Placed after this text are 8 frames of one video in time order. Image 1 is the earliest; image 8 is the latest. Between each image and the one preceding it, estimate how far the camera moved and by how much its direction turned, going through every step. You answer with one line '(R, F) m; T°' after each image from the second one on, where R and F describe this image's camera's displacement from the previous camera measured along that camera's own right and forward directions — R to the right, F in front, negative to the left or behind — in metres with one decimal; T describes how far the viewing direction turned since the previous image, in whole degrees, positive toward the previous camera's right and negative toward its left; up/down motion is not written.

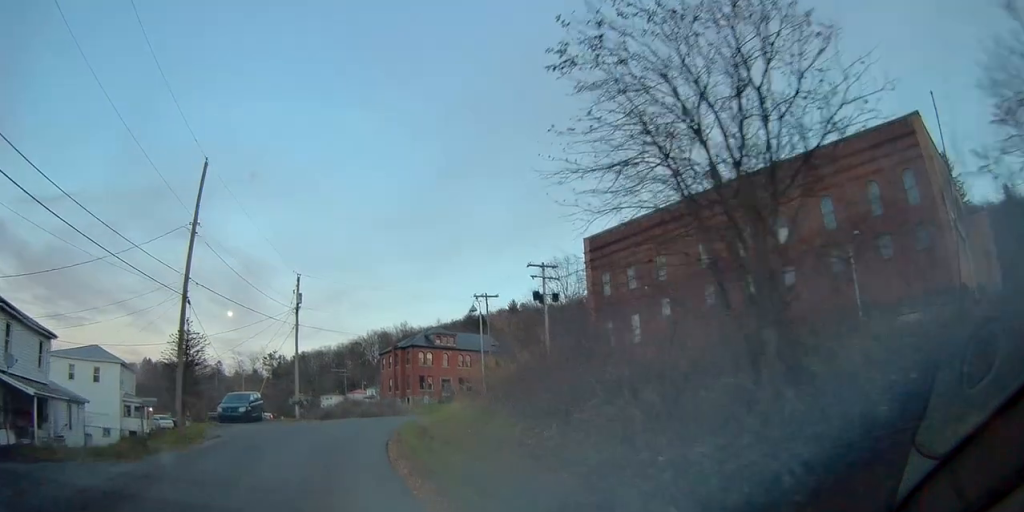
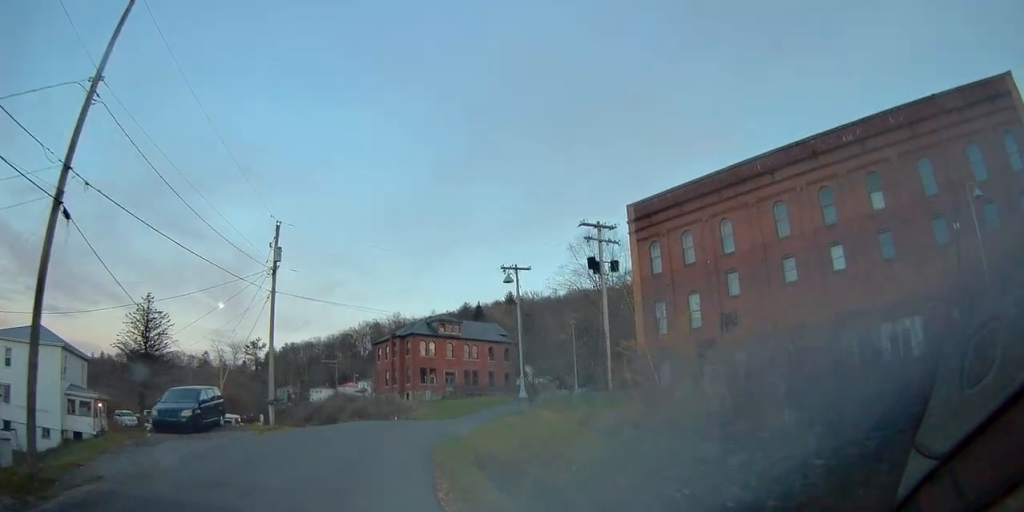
(+0.1, +11.2) m; +2°
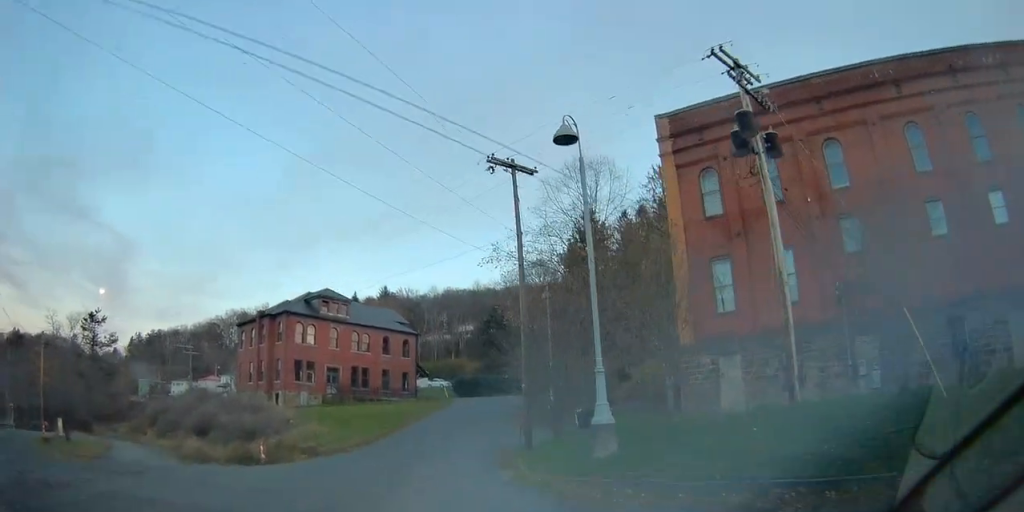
(+1.3, +22.5) m; +9°
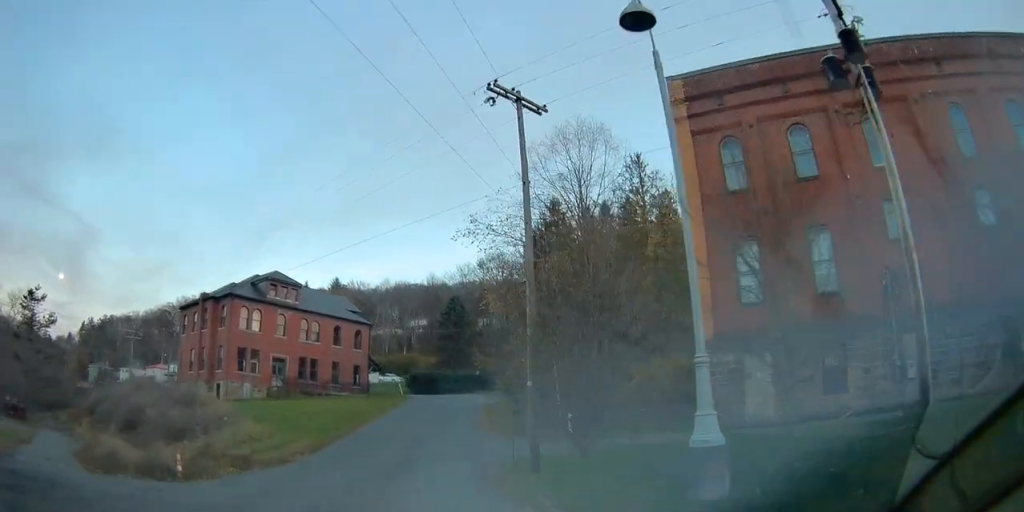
(+0.3, +5.7) m; +5°
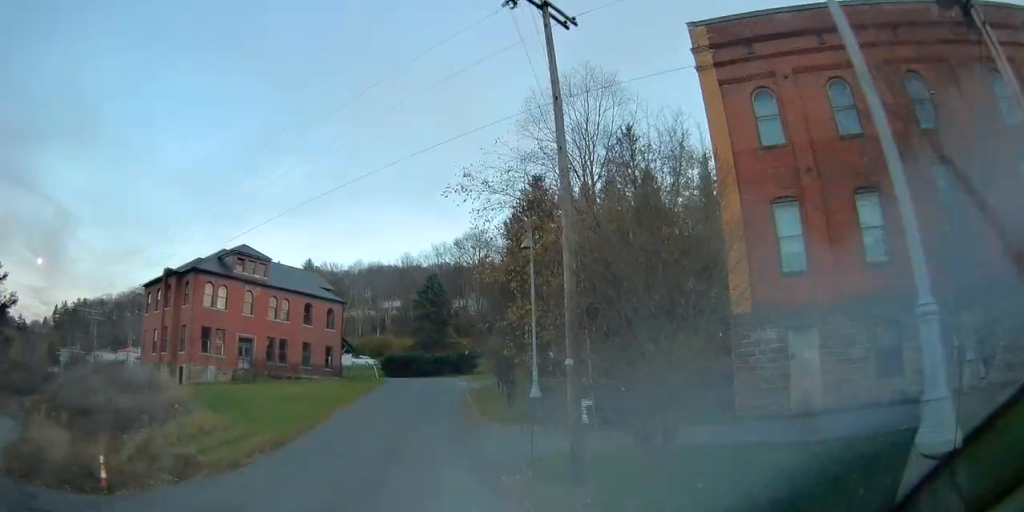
(+0.2, +4.3) m; +3°
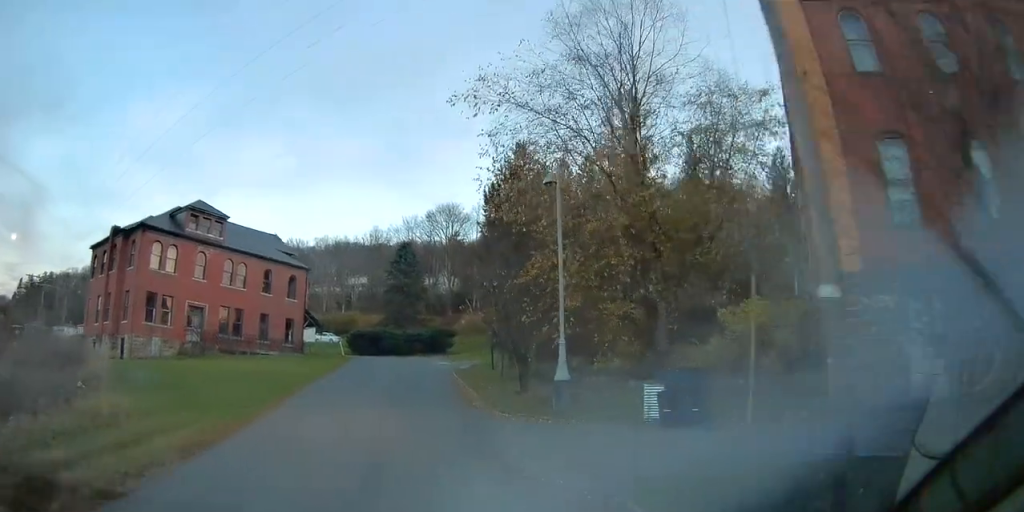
(+0.2, +6.6) m; +4°
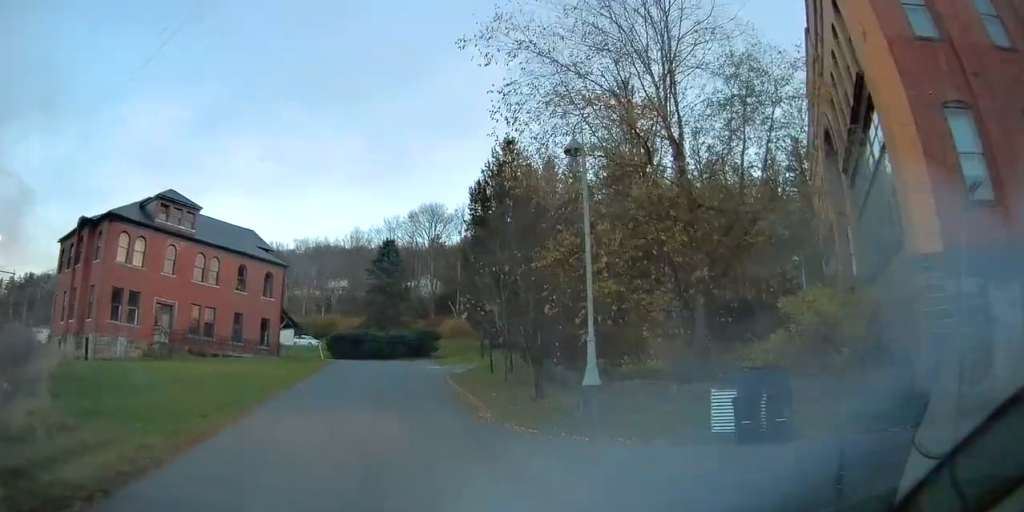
(+0.1, +3.5) m; +2°
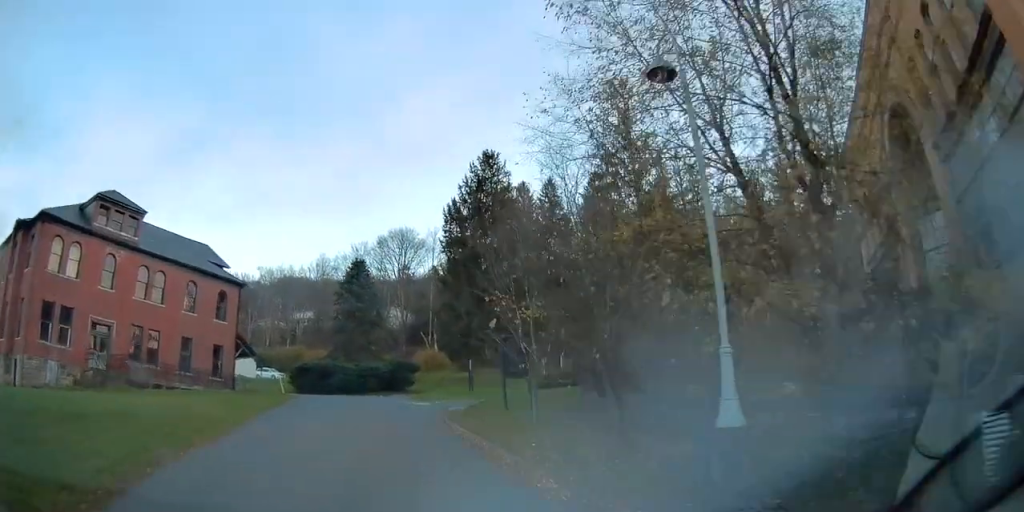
(+0.2, +6.6) m; +4°
